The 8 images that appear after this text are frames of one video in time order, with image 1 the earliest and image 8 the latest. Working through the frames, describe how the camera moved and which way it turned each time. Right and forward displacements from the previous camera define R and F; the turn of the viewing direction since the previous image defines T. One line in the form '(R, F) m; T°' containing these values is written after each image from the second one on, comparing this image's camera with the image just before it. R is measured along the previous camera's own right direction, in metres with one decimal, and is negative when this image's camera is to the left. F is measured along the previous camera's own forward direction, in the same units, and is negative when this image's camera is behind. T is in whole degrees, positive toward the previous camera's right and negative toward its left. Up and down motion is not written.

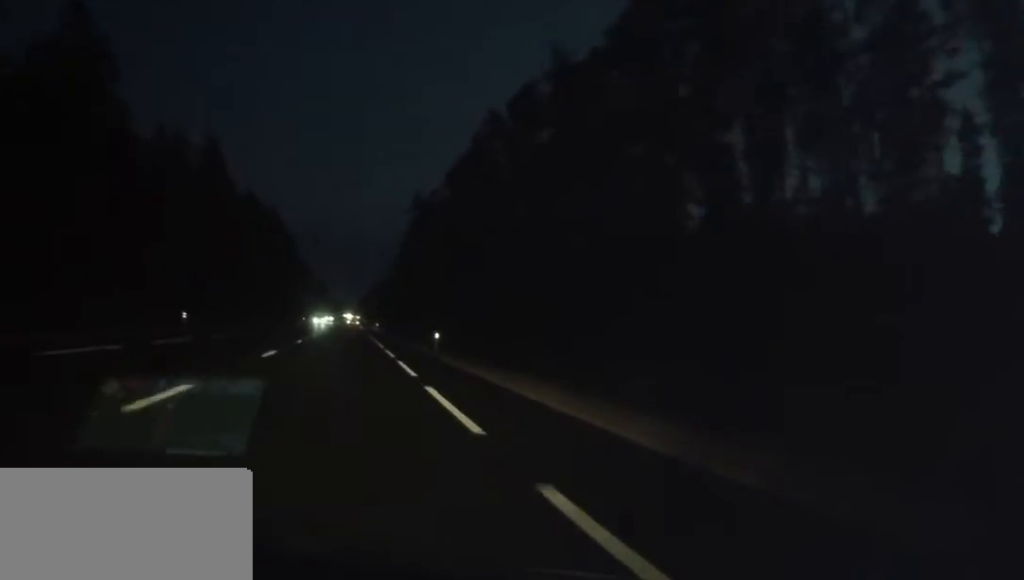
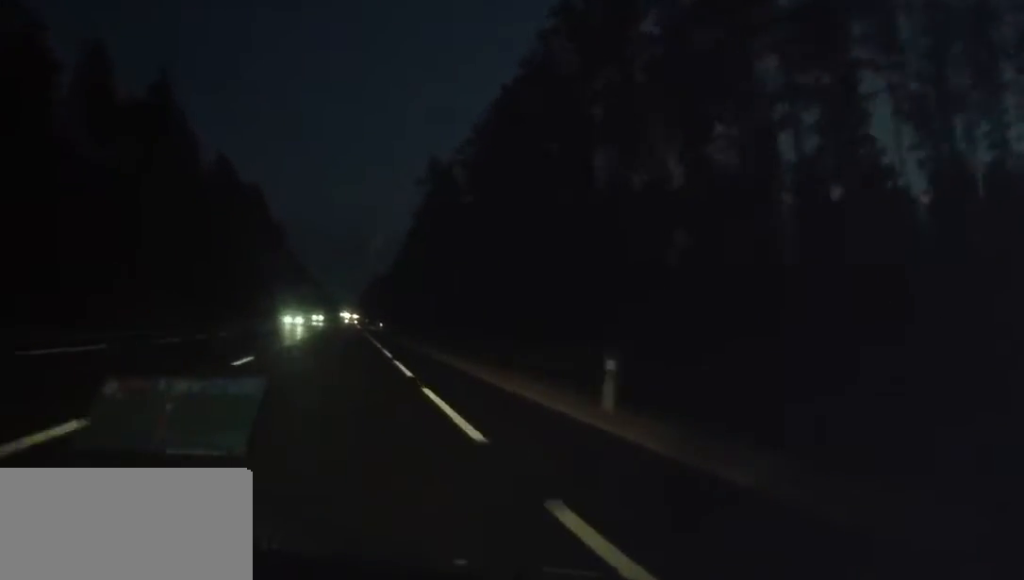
(+0.2, +27.6) m; 0°
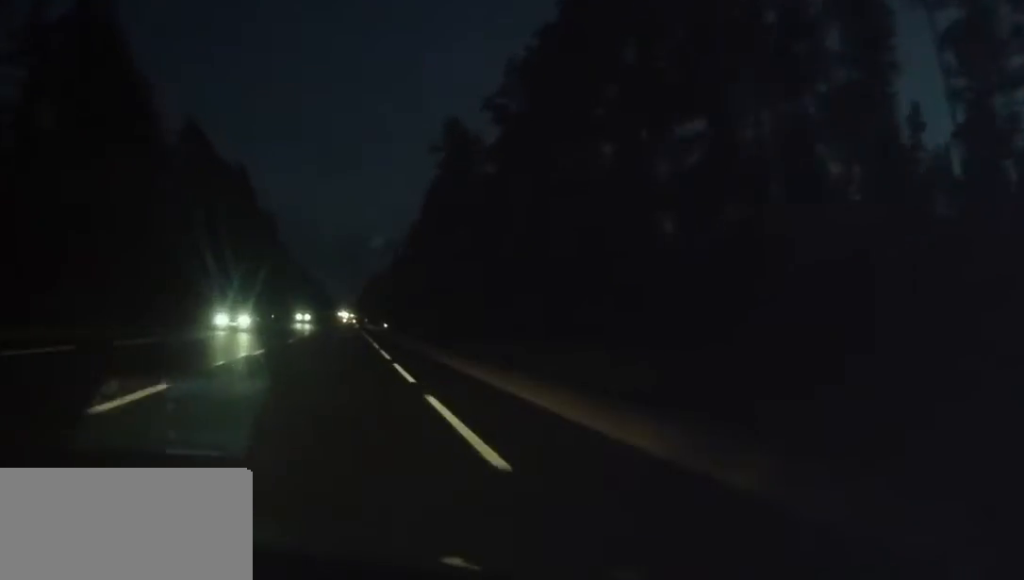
(0.0, +20.0) m; 0°
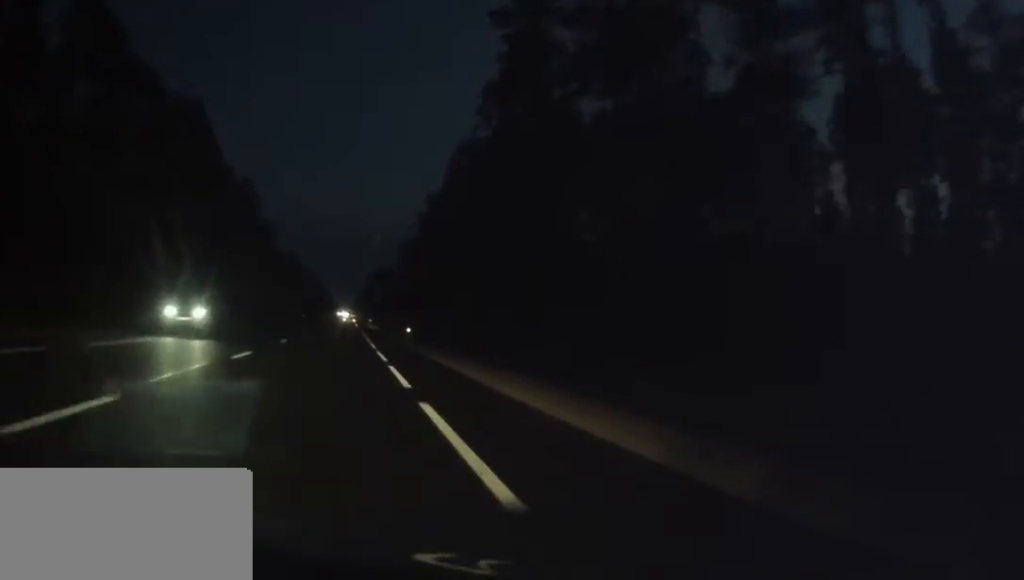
(-0.2, +37.3) m; 0°
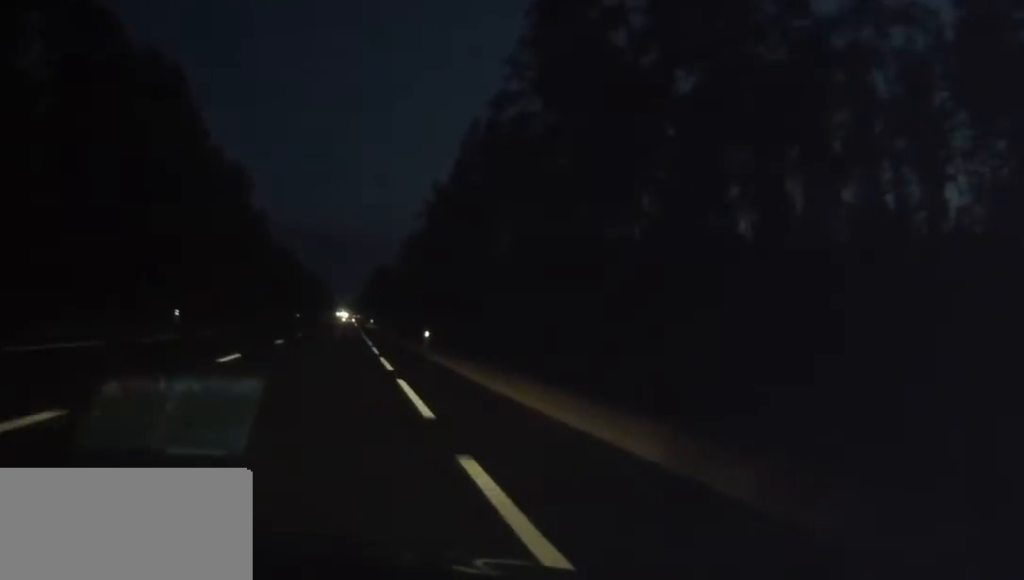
(+0.1, +13.4) m; 0°
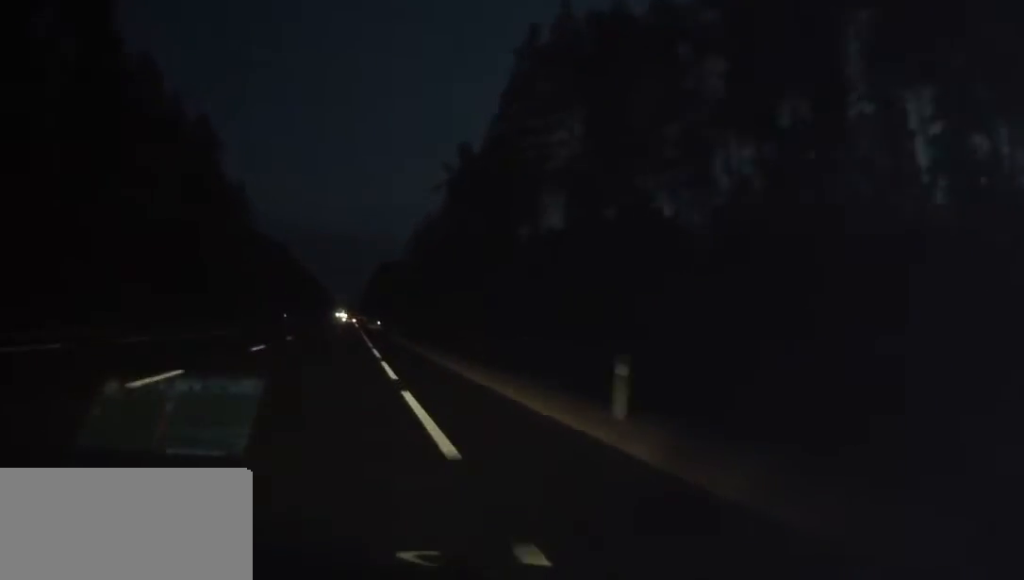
(+0.1, +29.7) m; 0°
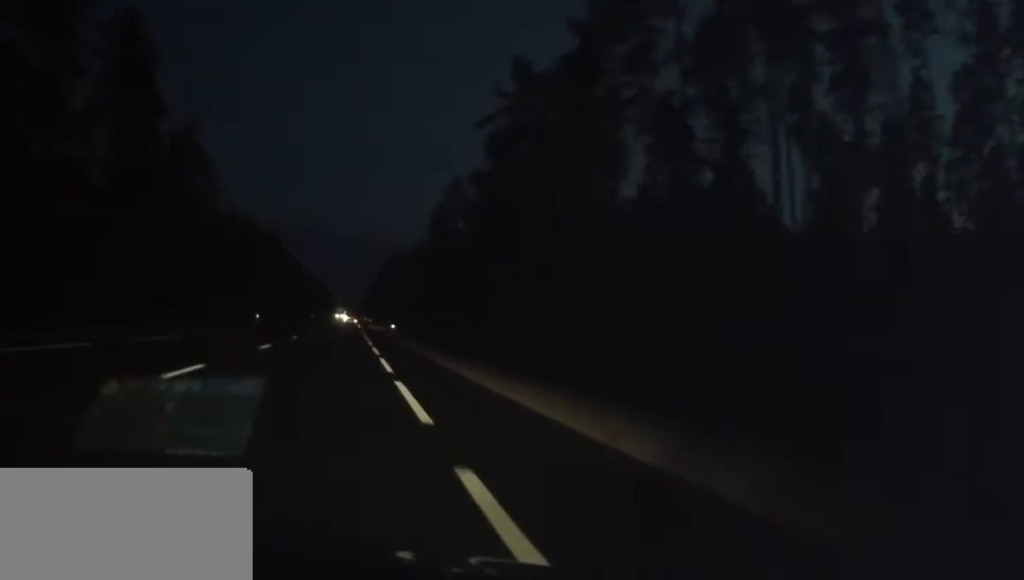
(-0.2, +33.7) m; 0°
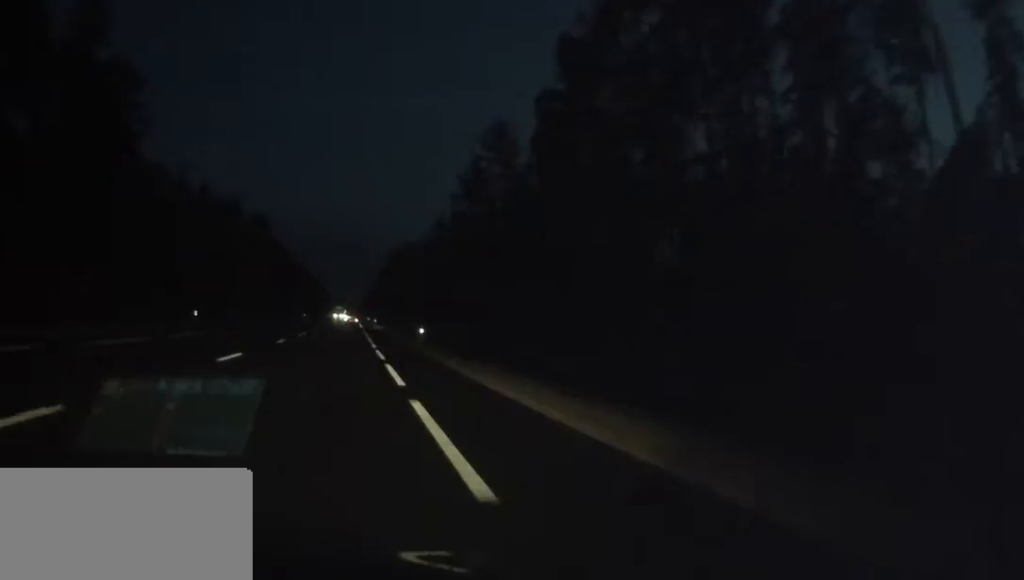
(+0.1, +30.9) m; 0°
